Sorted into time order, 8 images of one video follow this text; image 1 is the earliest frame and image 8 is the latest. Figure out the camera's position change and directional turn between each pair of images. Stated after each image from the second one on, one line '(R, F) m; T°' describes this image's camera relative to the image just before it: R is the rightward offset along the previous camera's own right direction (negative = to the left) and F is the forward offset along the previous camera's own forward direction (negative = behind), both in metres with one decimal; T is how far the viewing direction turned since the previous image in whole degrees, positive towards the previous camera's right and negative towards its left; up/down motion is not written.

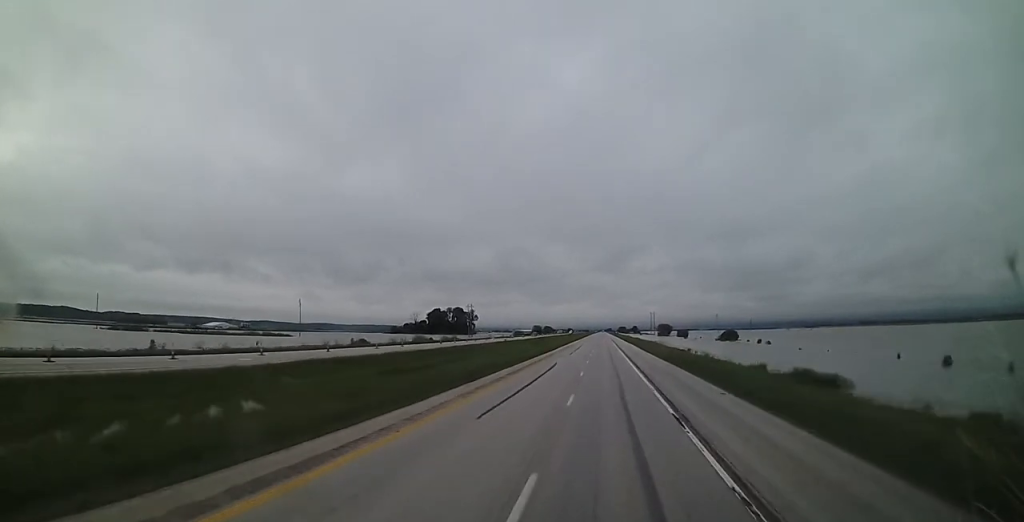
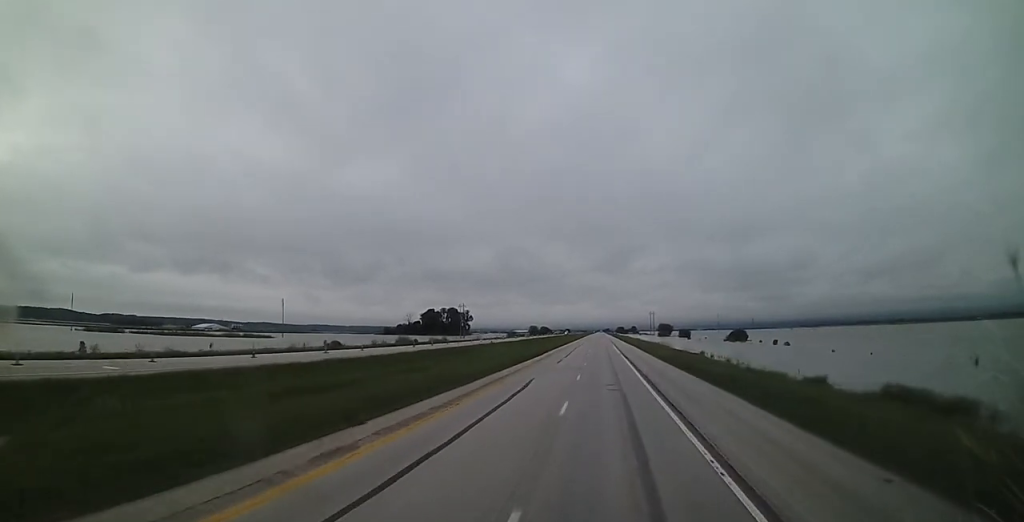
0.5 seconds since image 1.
(0.0, +14.2) m; 0°
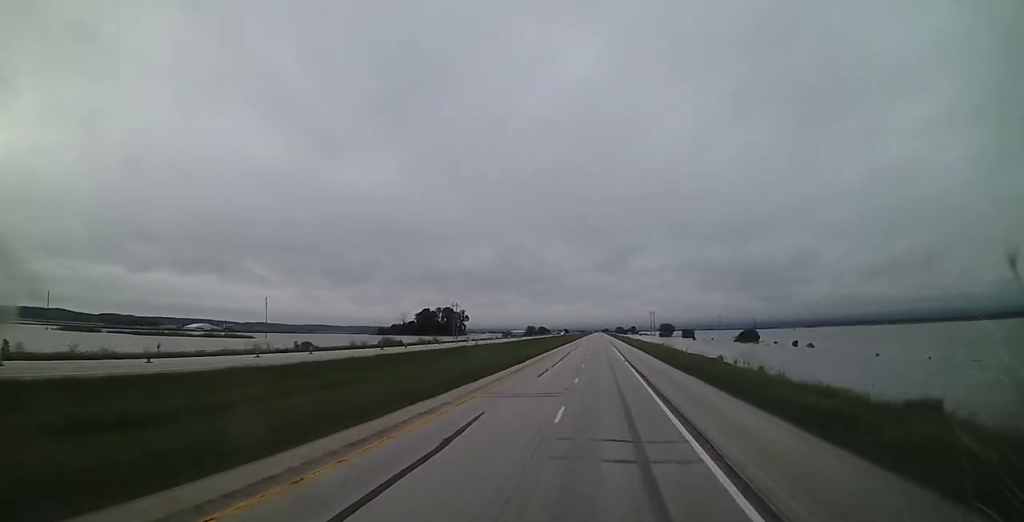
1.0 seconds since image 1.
(+0.3, +13.3) m; 0°
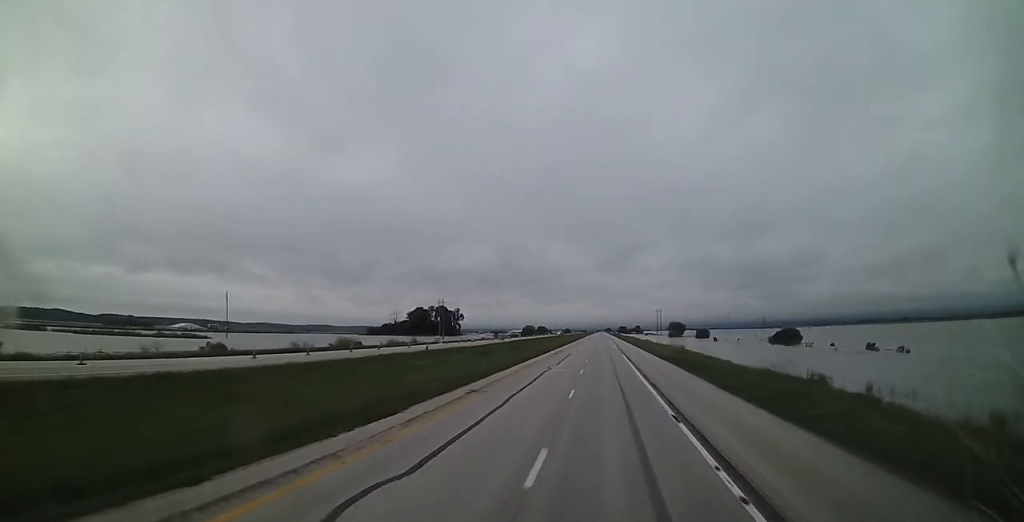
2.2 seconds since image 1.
(-0.2, +31.3) m; -1°
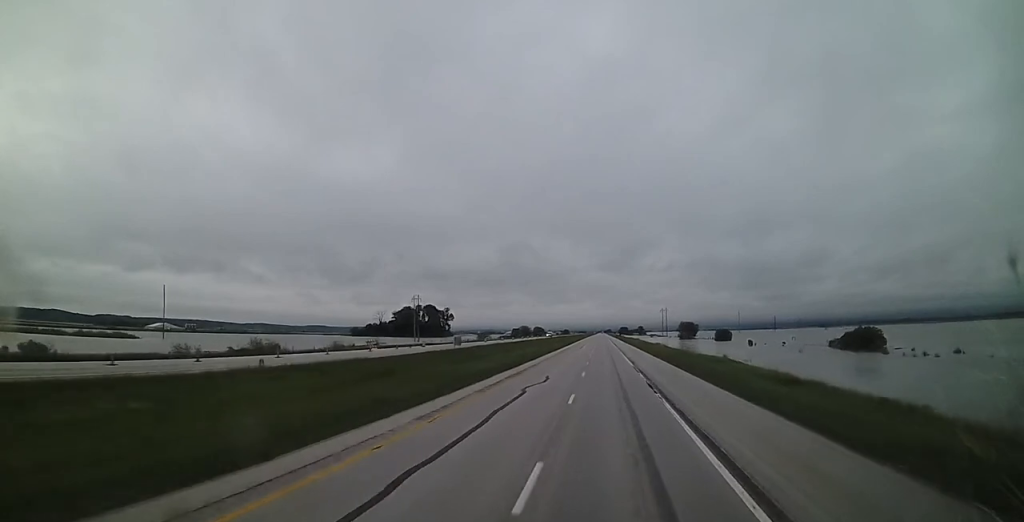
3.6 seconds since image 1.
(0.0, +37.9) m; 0°
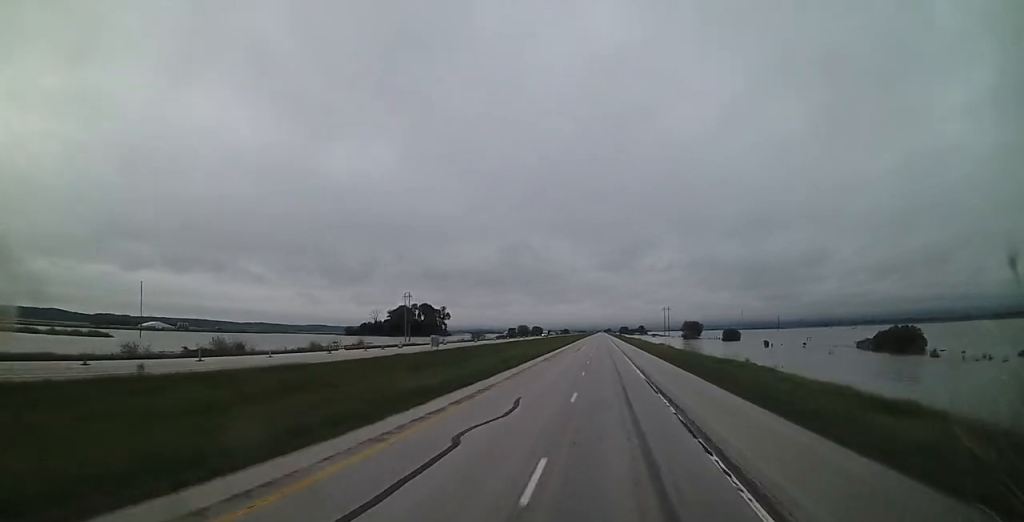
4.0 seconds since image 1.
(0.0, +11.8) m; 0°
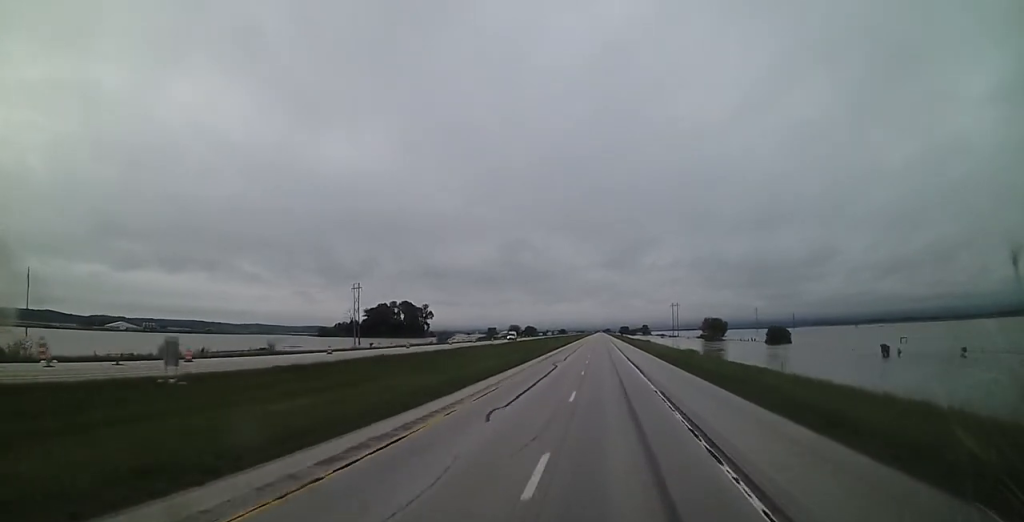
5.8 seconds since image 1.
(+0.4, +48.2) m; +1°
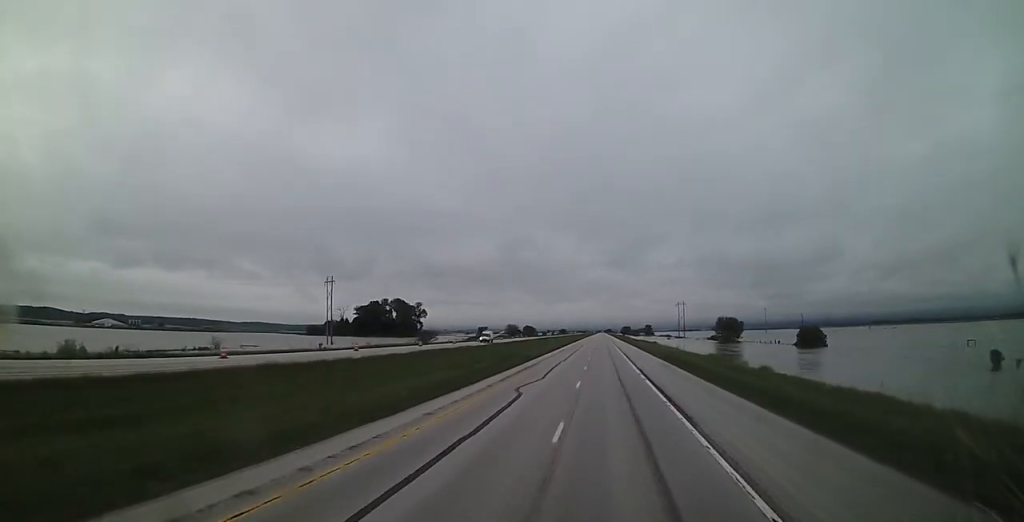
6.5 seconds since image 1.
(+0.1, +20.2) m; 0°
